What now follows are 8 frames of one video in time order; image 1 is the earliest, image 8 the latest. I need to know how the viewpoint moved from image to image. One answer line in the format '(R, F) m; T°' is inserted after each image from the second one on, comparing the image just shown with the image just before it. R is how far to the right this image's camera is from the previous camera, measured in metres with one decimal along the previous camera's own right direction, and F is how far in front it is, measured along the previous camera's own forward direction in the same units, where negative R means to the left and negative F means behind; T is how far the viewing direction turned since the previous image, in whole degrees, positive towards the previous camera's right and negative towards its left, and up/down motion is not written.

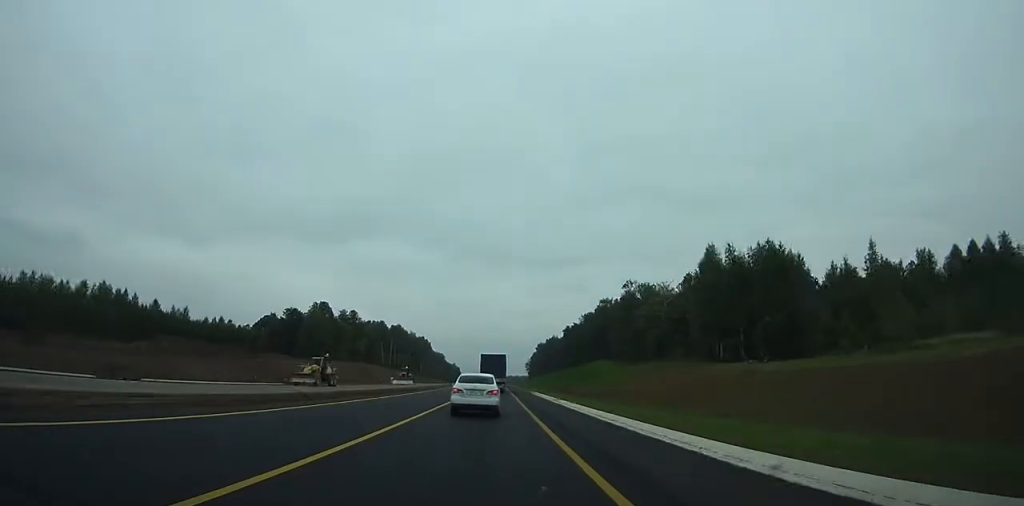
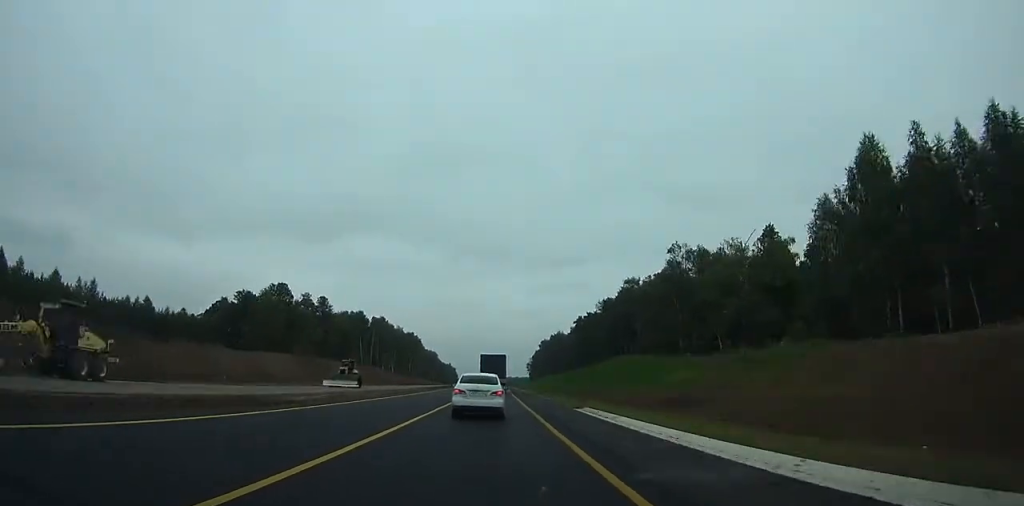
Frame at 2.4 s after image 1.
(-0.1, +40.0) m; 0°
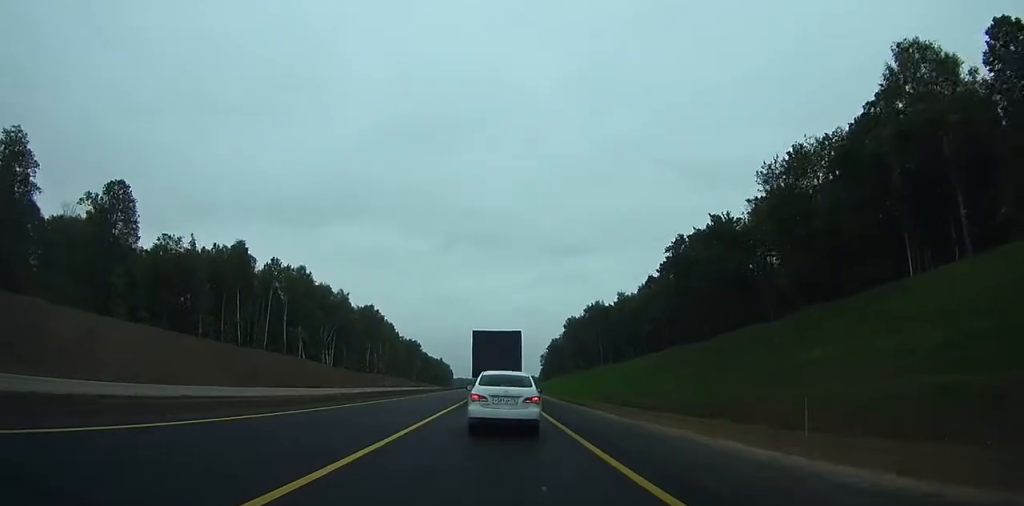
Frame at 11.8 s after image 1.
(+1.4, +123.3) m; +1°
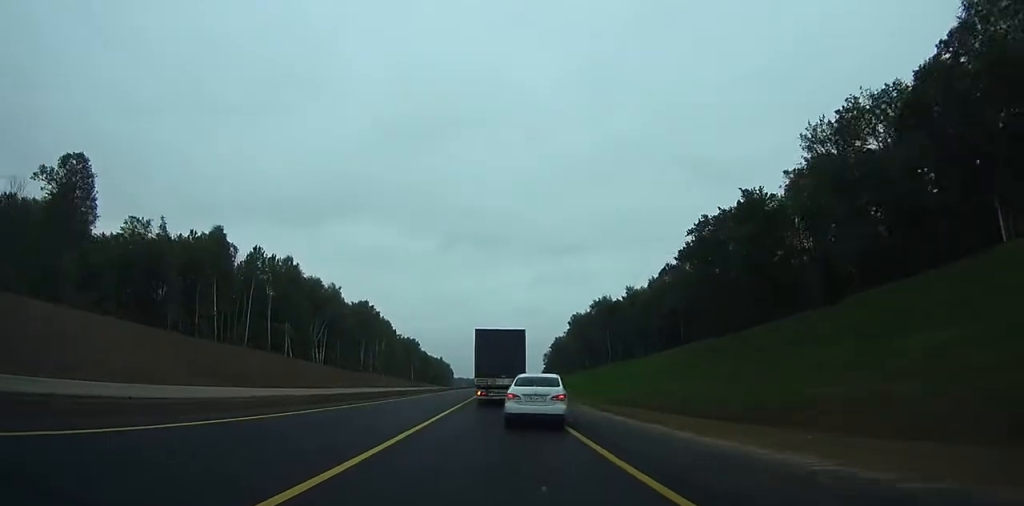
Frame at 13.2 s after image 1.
(0.0, +13.0) m; 0°
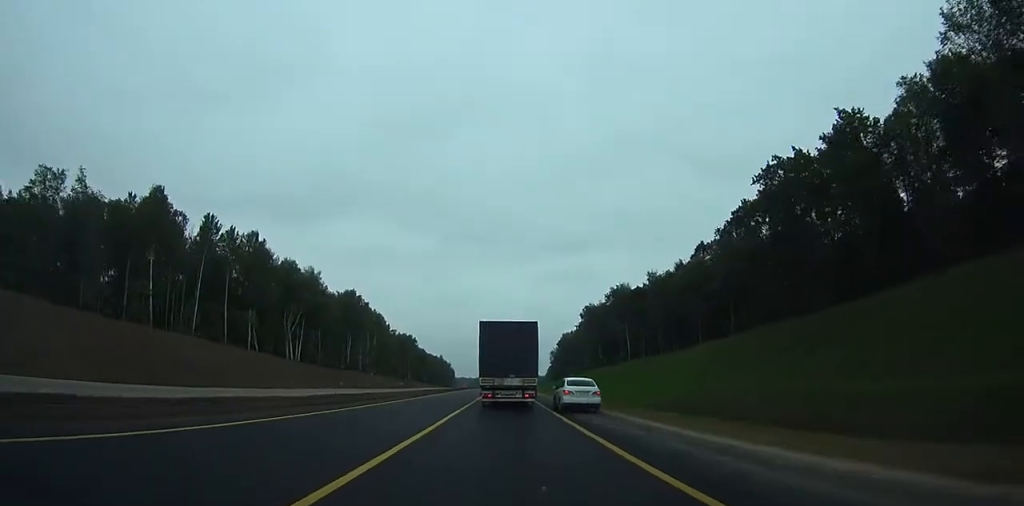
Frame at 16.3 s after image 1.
(-0.3, +25.3) m; -1°
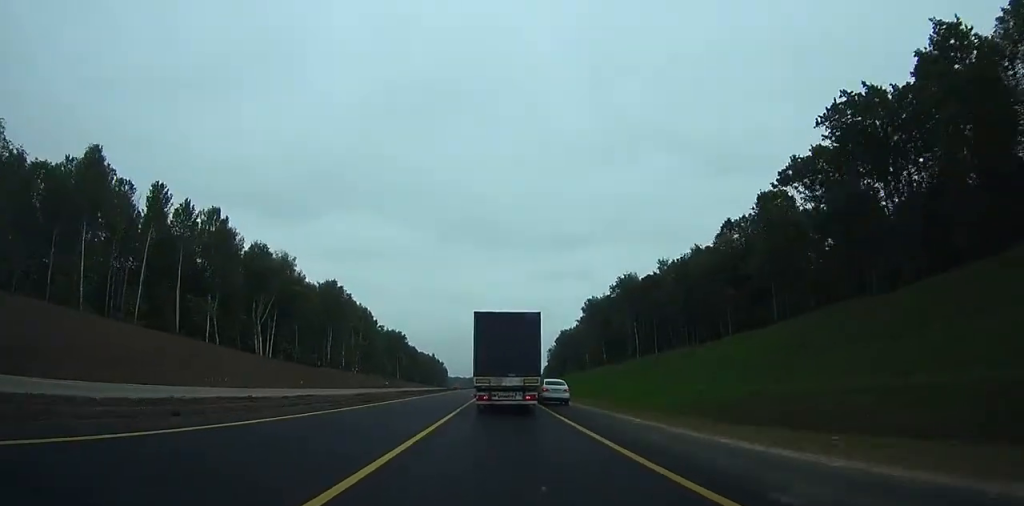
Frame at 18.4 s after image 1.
(0.0, +15.5) m; 0°
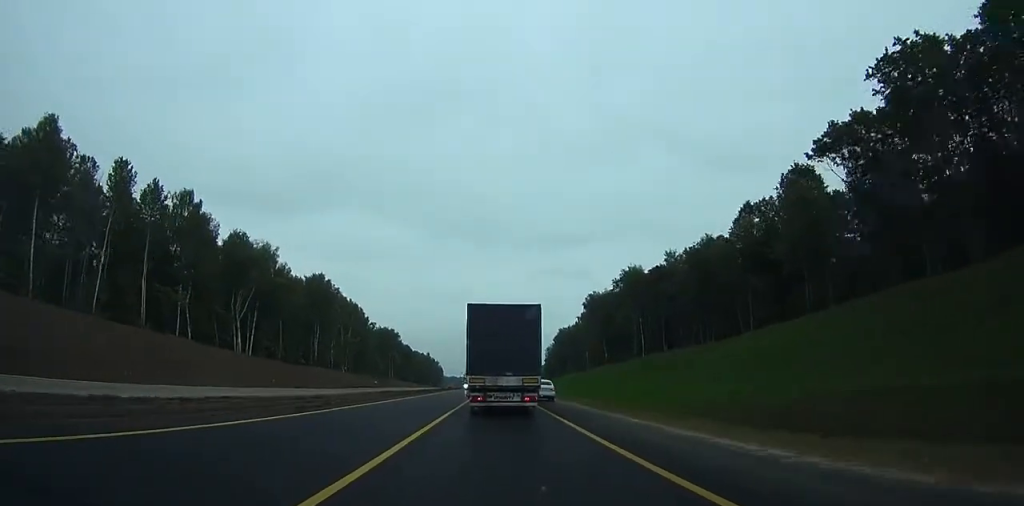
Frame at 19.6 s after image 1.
(0.0, +8.7) m; 0°
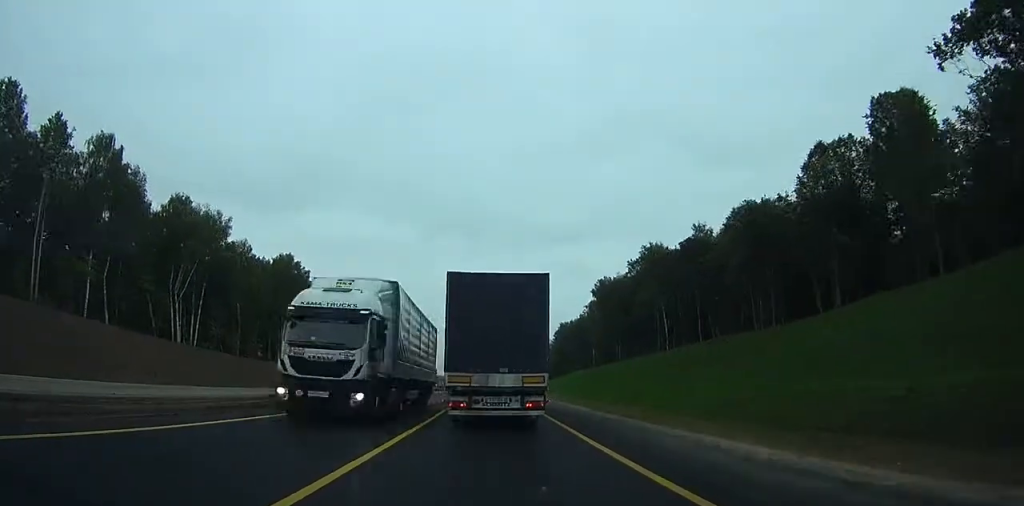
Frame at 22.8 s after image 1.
(+0.1, +21.9) m; +1°
